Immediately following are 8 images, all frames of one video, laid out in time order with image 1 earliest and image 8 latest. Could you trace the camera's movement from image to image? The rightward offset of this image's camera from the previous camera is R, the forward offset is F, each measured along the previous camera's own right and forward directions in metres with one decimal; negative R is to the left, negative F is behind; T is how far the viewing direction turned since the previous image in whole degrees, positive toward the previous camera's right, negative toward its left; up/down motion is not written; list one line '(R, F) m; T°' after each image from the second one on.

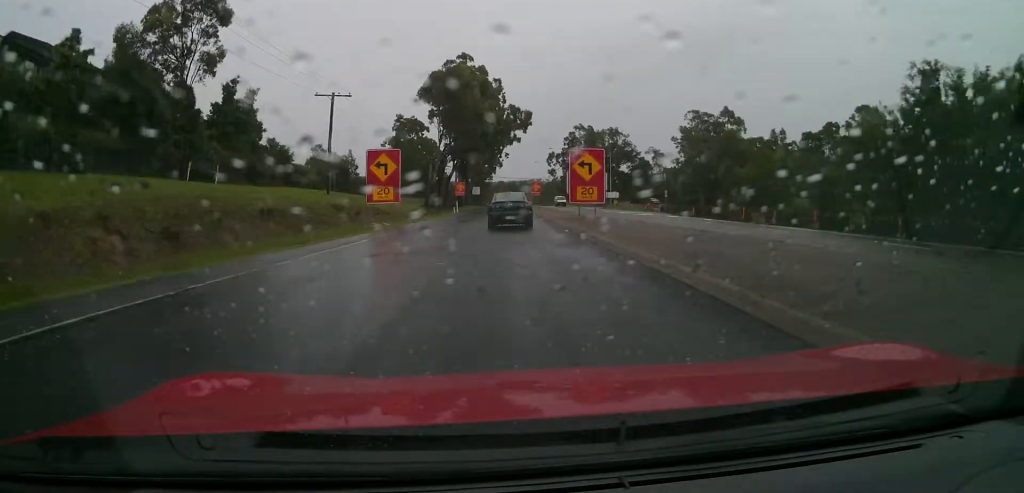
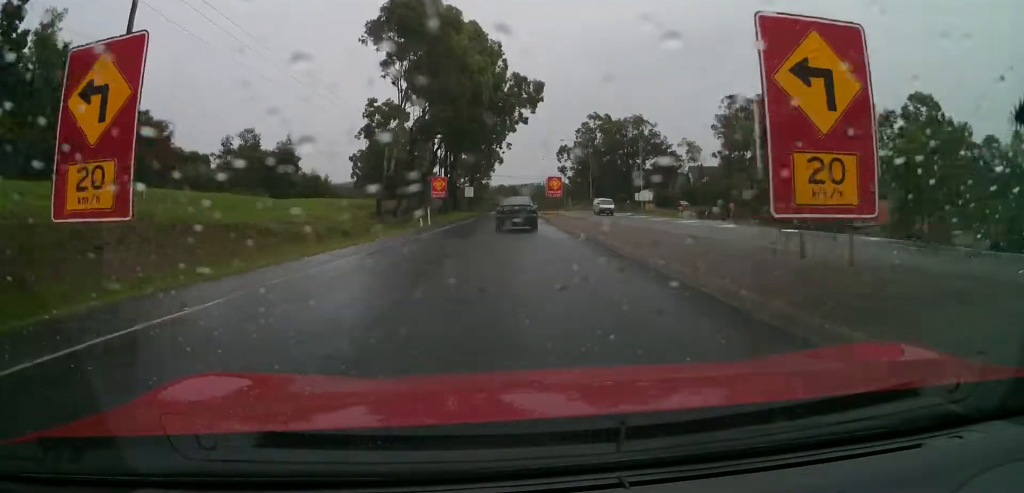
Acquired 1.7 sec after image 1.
(+0.1, +27.6) m; +1°
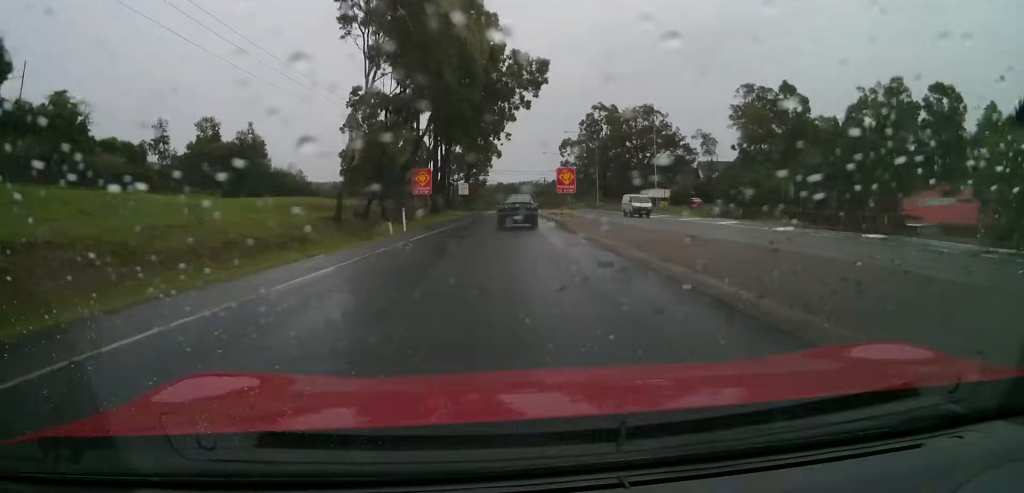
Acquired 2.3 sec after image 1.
(0.0, +9.9) m; 0°
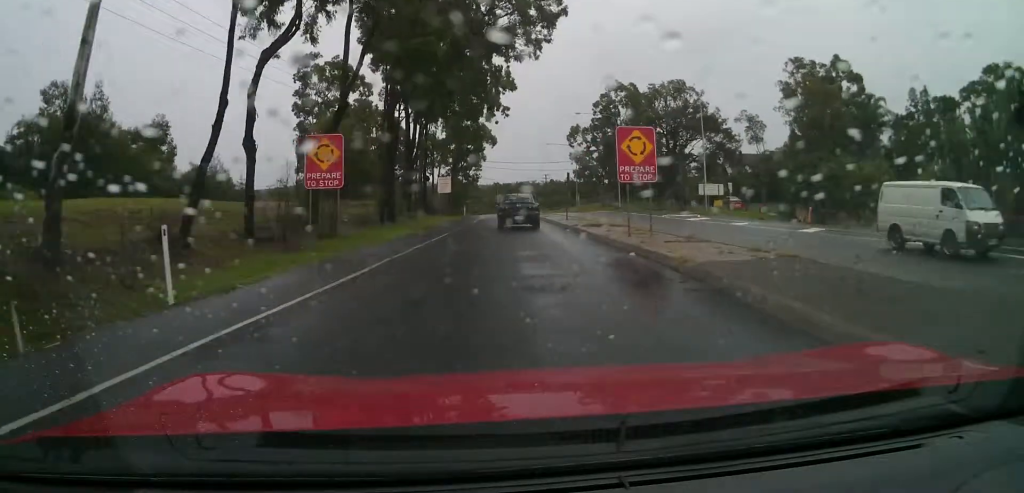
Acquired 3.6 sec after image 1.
(+0.1, +21.4) m; 0°
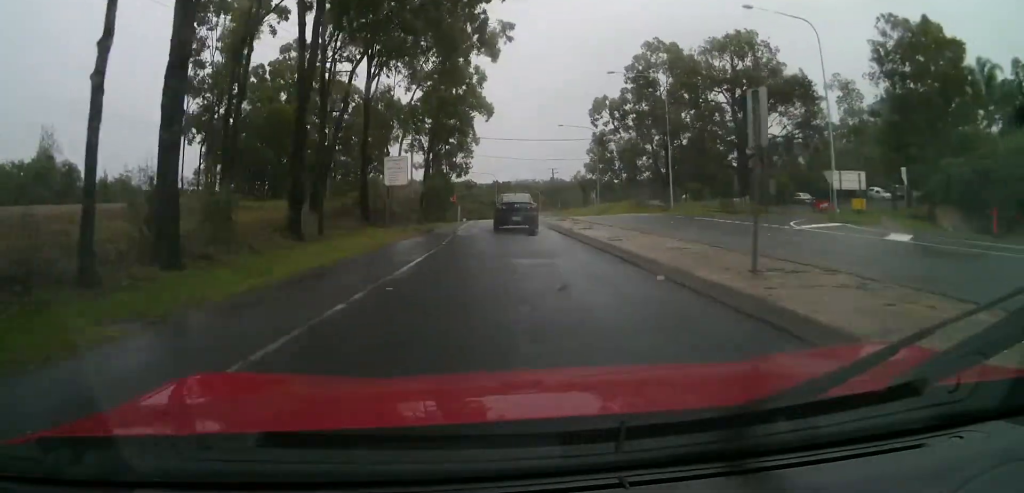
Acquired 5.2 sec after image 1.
(0.0, +25.8) m; 0°
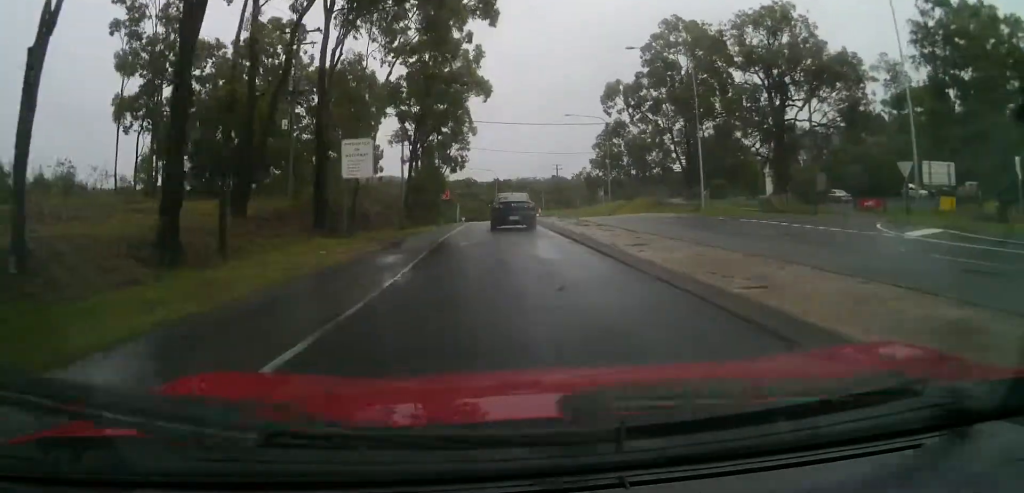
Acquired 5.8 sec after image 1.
(0.0, +9.2) m; 0°
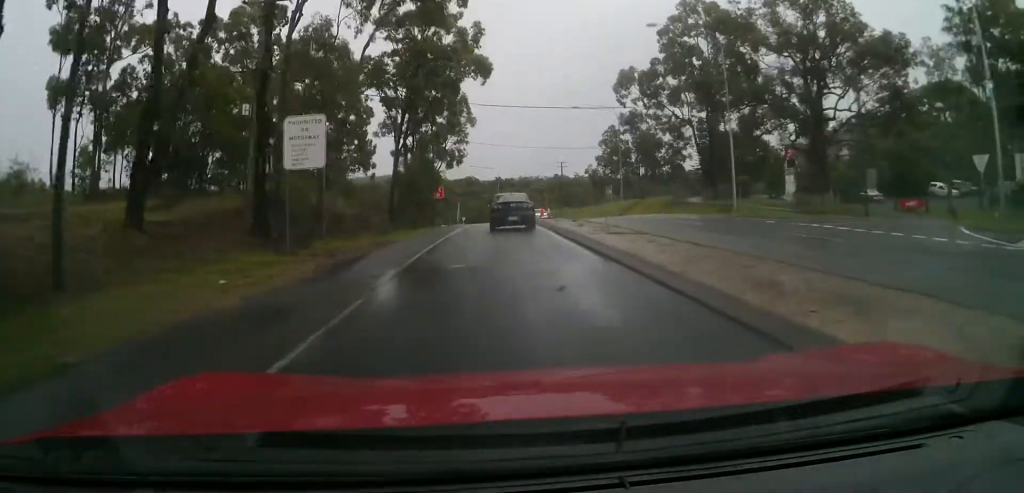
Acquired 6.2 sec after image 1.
(0.0, +7.0) m; 0°
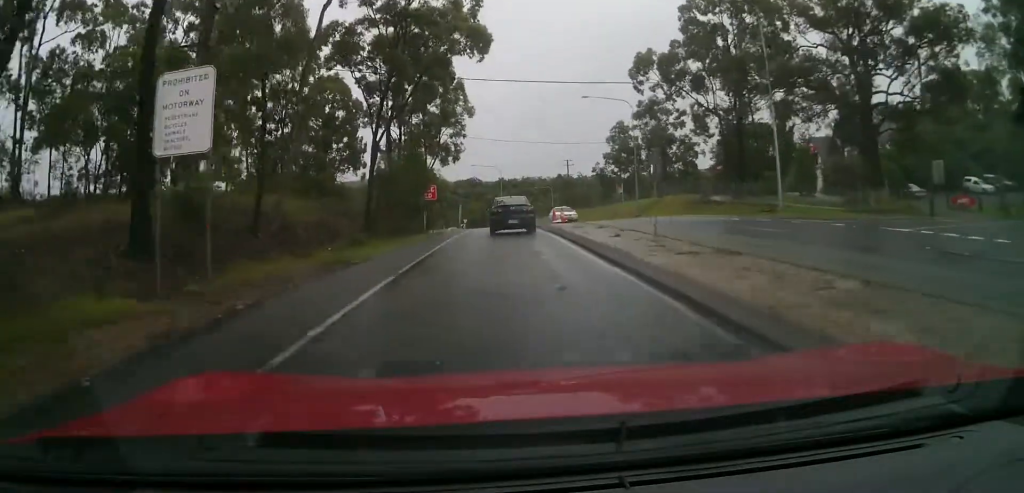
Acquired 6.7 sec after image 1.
(0.0, +7.6) m; 0°
